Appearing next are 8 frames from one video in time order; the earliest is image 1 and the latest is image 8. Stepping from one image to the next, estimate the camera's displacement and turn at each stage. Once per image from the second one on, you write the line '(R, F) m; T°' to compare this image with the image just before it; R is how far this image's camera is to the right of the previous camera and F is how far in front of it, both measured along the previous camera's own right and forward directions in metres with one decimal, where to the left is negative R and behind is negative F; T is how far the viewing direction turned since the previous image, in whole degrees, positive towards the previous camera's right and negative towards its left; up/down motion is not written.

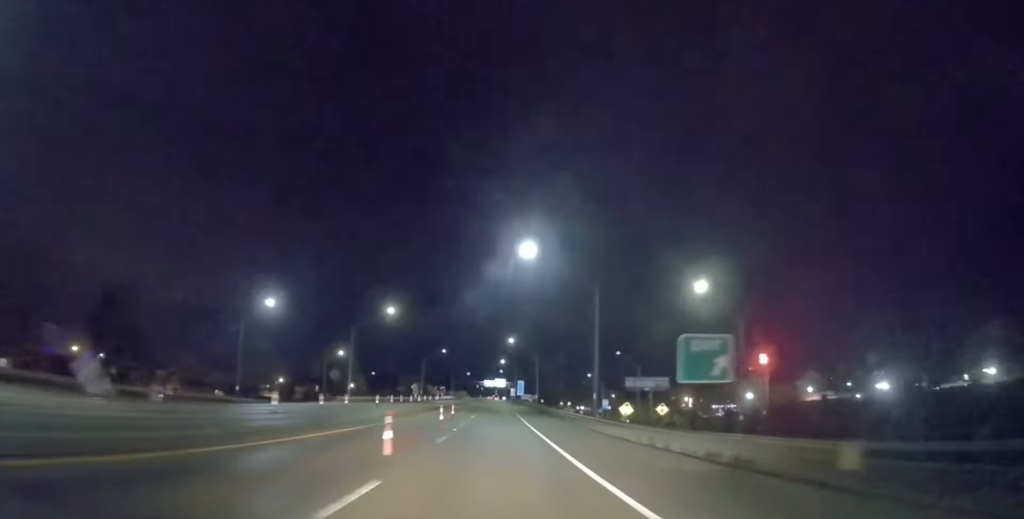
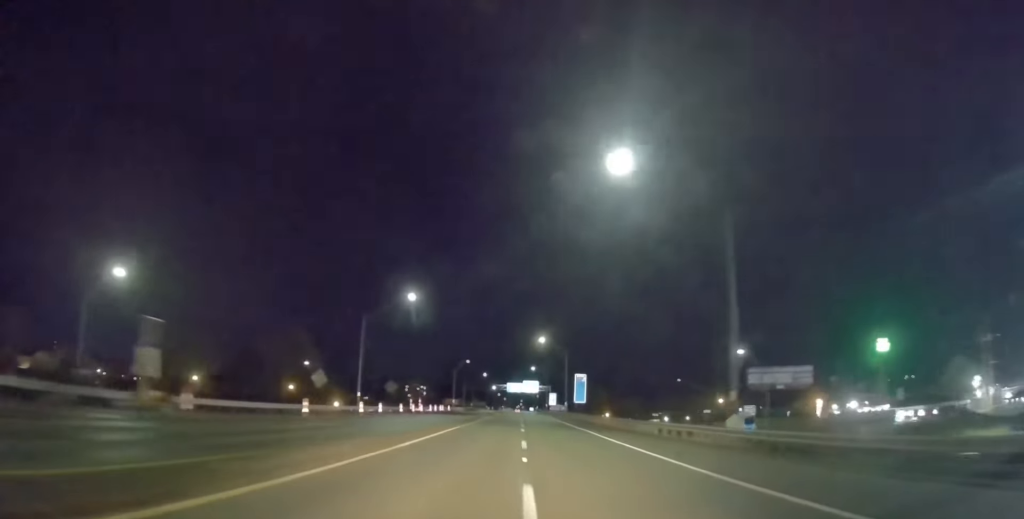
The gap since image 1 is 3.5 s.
(+3.0, +85.1) m; +1°
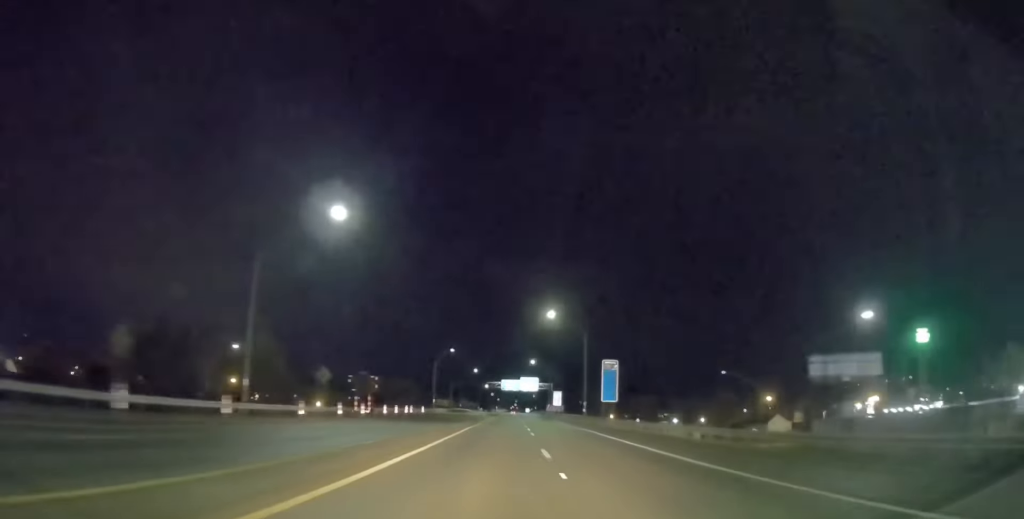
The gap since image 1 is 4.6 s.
(-0.2, +27.8) m; 0°
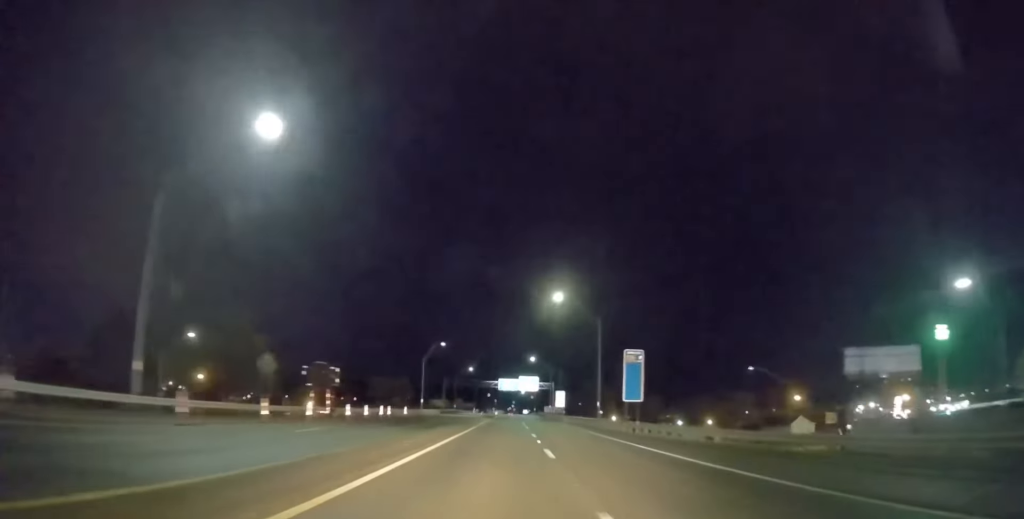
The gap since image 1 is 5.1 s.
(0.0, +11.6) m; 0°
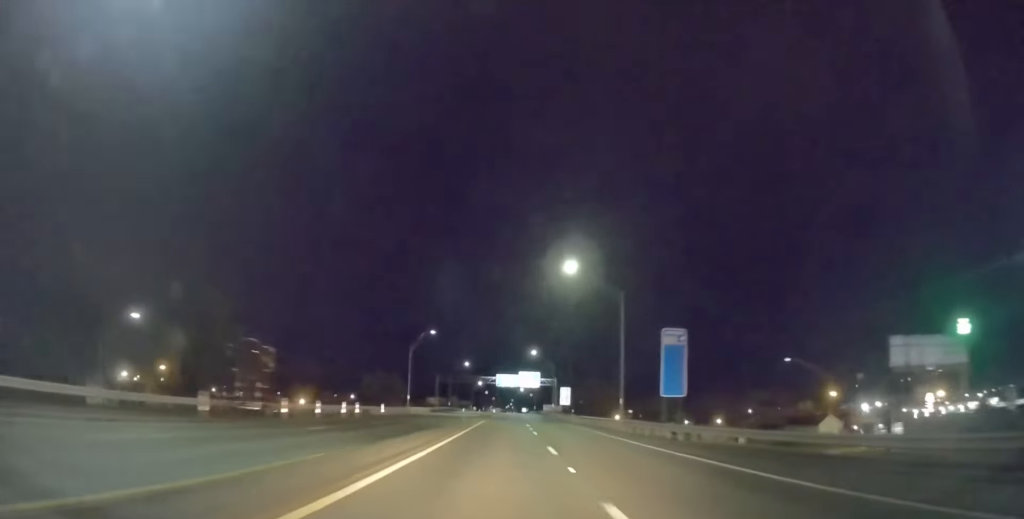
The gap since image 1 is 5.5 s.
(0.0, +11.2) m; 0°
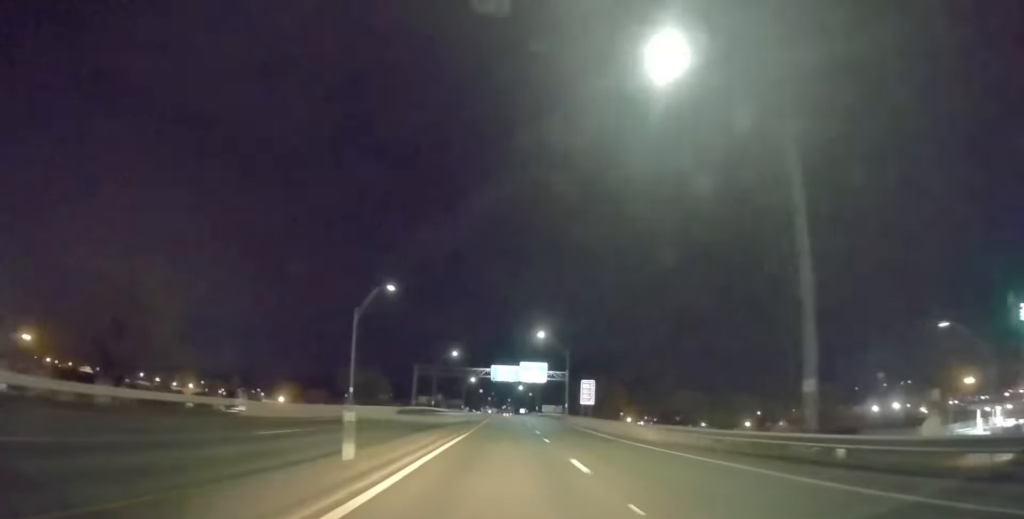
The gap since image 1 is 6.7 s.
(+0.2, +29.5) m; +1°
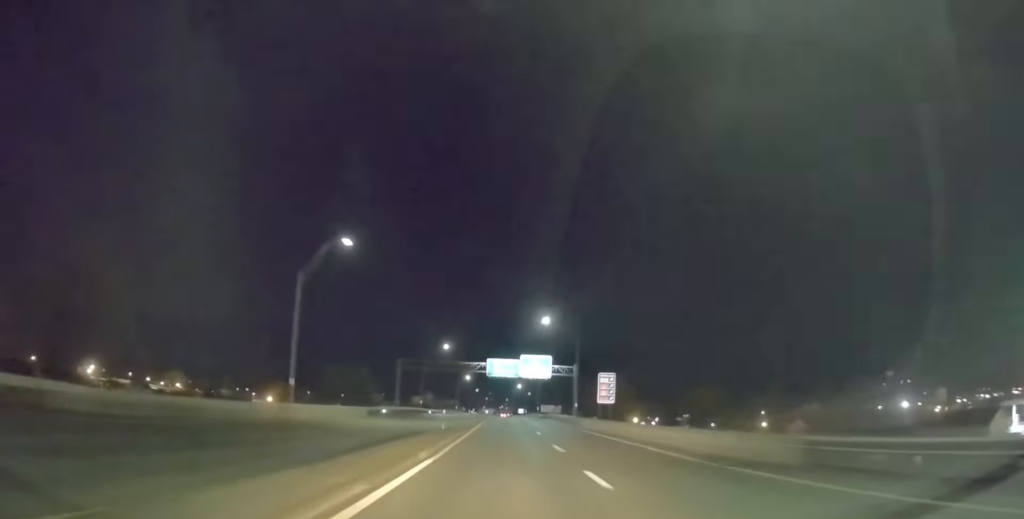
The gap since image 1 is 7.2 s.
(+0.4, +13.8) m; -1°
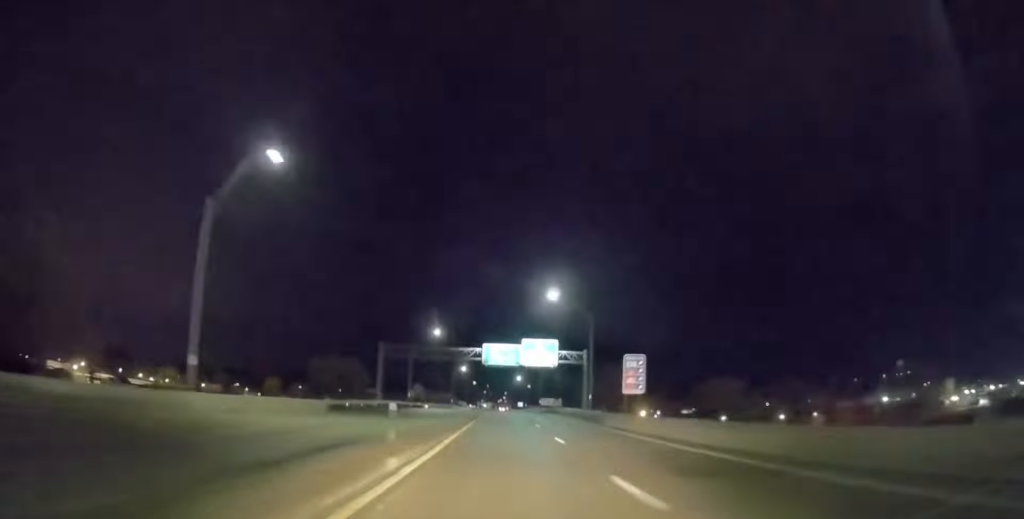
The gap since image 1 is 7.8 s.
(-0.2, +12.9) m; -1°
